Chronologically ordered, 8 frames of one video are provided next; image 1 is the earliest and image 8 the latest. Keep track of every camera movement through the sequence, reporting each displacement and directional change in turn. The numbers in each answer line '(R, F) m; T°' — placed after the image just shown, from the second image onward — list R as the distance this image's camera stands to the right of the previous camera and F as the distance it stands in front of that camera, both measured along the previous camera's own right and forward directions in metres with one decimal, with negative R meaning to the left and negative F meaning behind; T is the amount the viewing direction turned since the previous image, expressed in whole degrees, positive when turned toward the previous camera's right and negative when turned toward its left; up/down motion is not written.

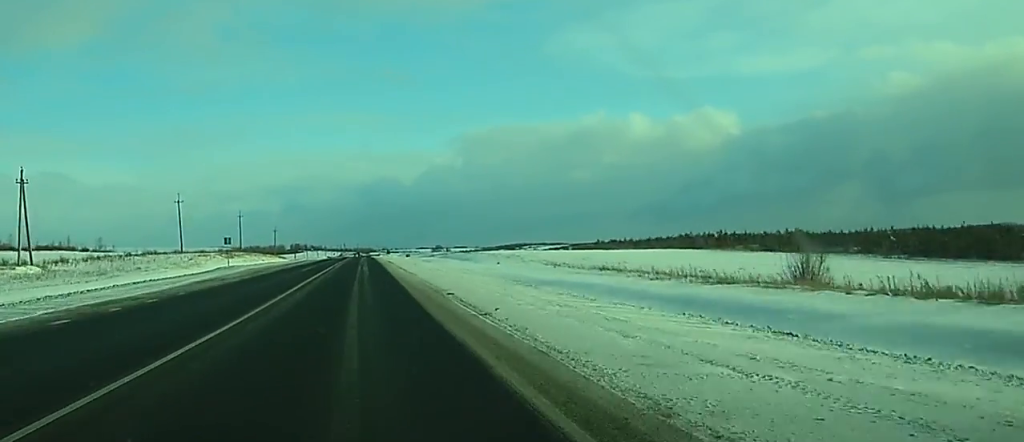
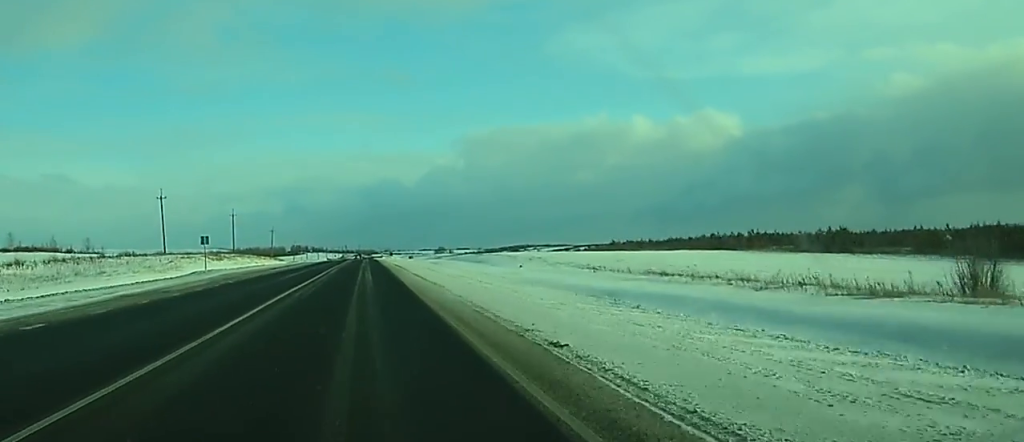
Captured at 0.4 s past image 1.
(0.0, +13.3) m; 0°
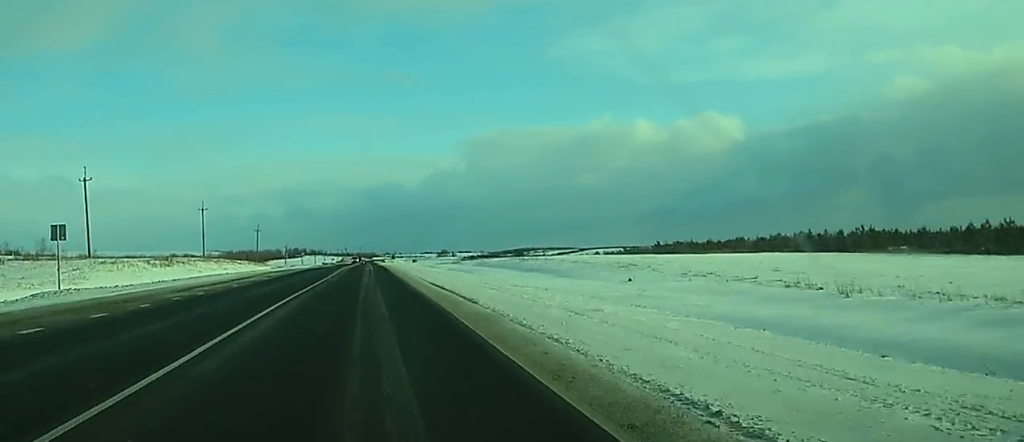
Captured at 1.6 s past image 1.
(0.0, +36.1) m; 0°
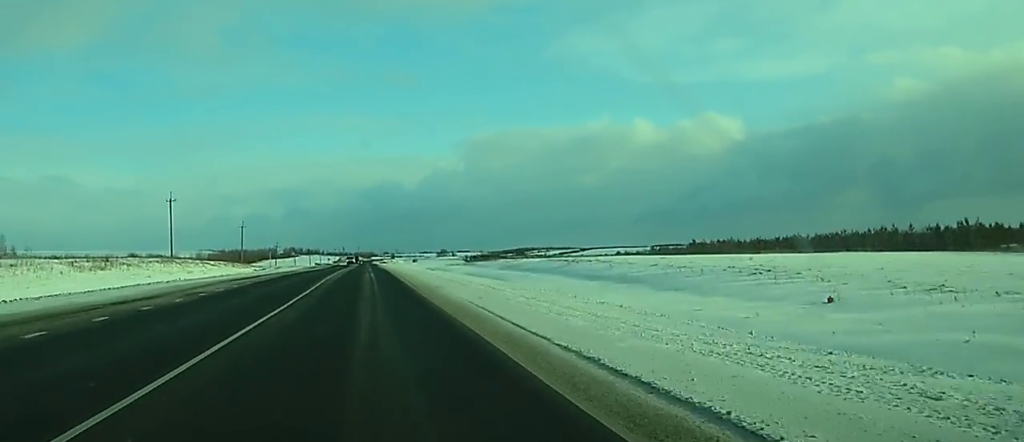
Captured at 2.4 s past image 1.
(0.0, +23.8) m; 0°
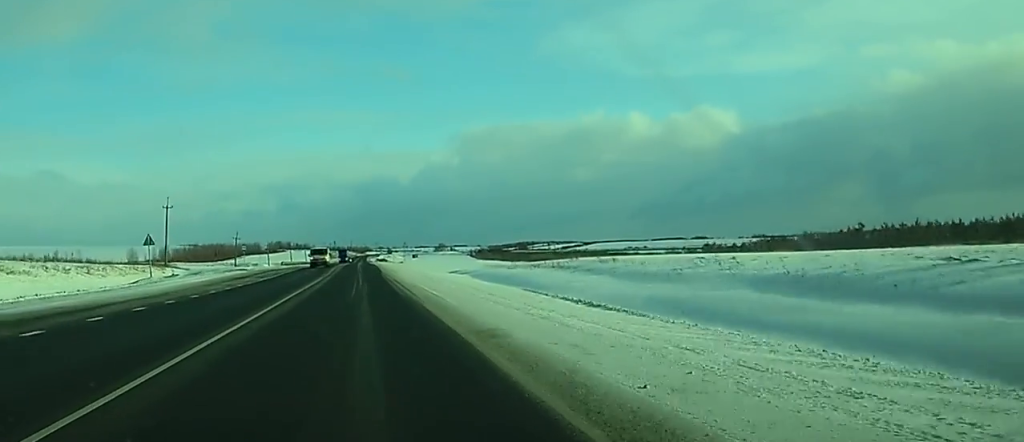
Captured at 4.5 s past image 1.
(+0.3, +66.6) m; 0°
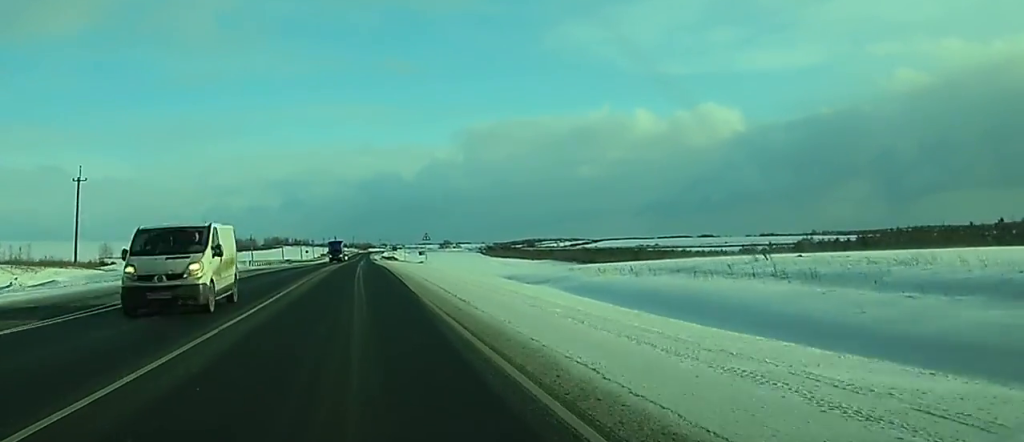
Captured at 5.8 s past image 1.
(+0.1, +39.8) m; 0°
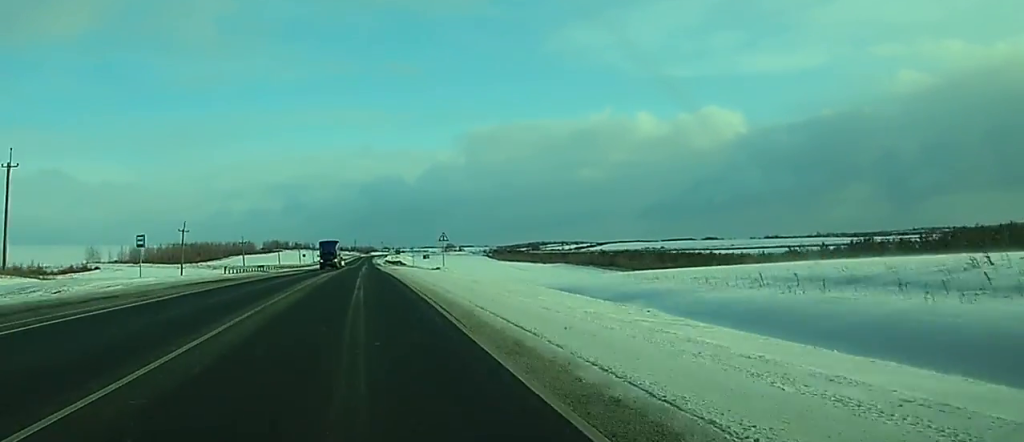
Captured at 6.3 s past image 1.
(+0.1, +17.8) m; 0°
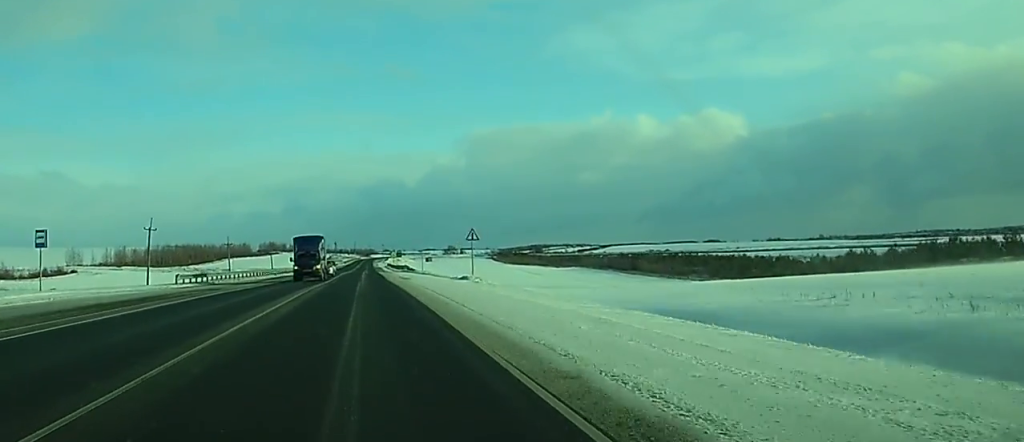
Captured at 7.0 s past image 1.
(0.0, +19.8) m; 0°
